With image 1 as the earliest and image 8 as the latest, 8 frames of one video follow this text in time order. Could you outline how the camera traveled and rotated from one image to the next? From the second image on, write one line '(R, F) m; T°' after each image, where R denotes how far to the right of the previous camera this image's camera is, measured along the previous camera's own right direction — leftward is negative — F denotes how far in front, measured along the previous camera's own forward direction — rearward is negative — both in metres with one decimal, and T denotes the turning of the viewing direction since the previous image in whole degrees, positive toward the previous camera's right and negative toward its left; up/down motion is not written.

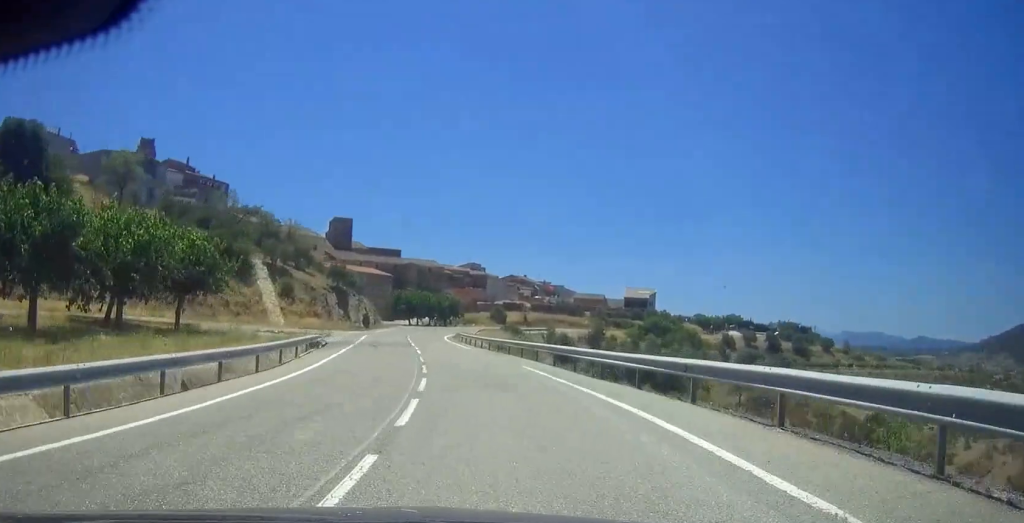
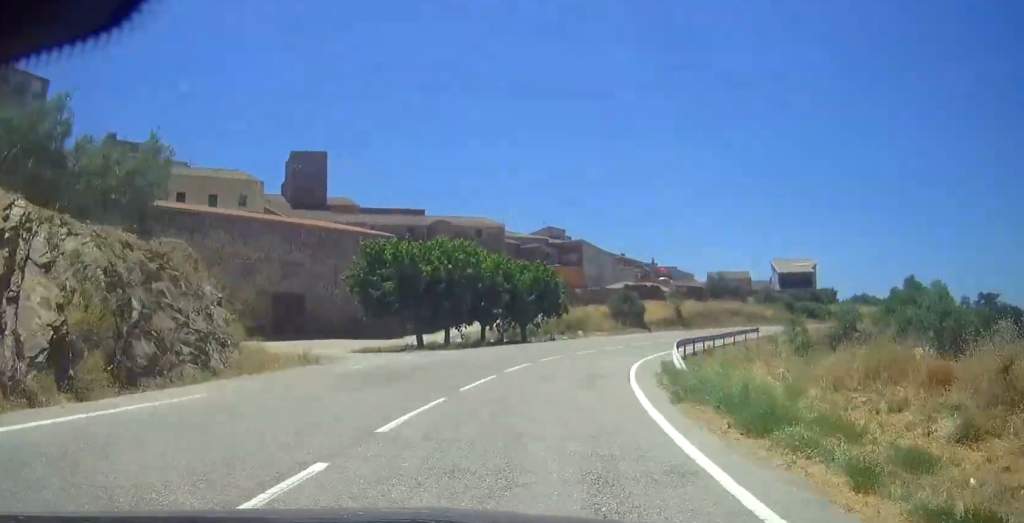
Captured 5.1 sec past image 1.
(-6.6, +80.5) m; +6°
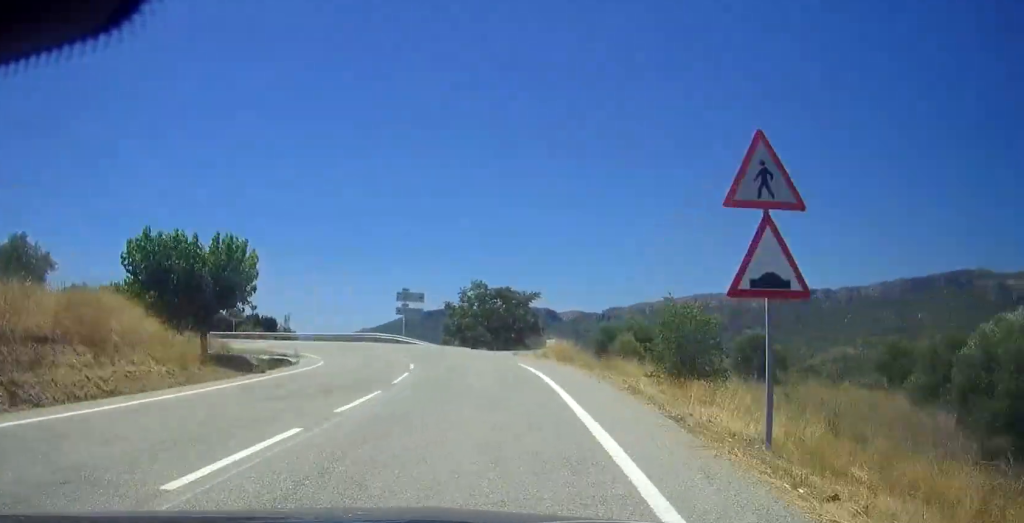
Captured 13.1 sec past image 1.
(+48.2, +97.8) m; +34°
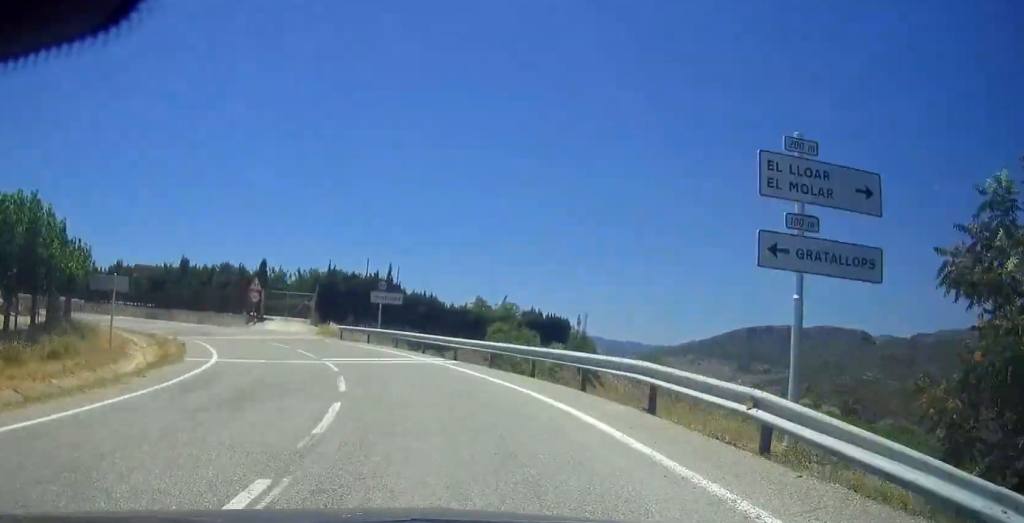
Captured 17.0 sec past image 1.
(-6.4, +45.7) m; -24°
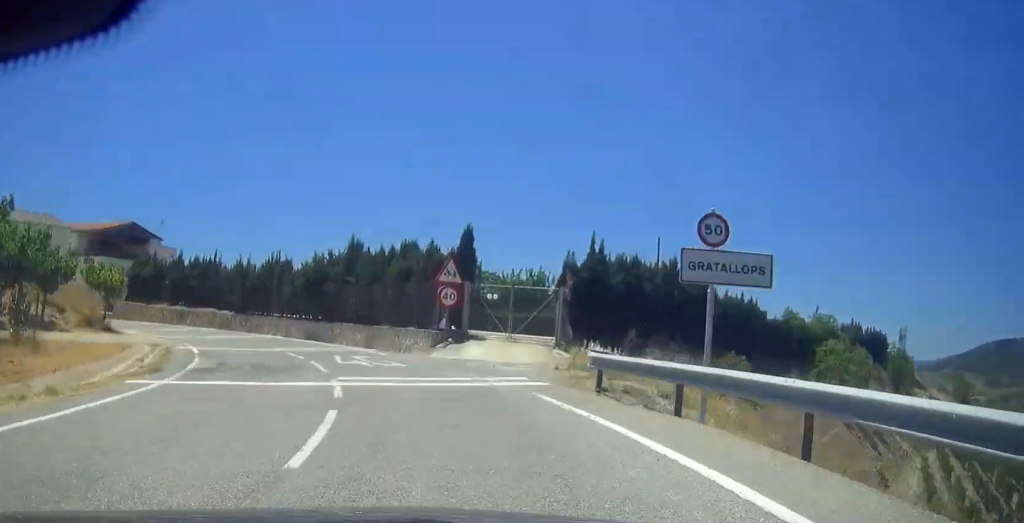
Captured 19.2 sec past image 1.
(-6.9, +21.6) m; -19°
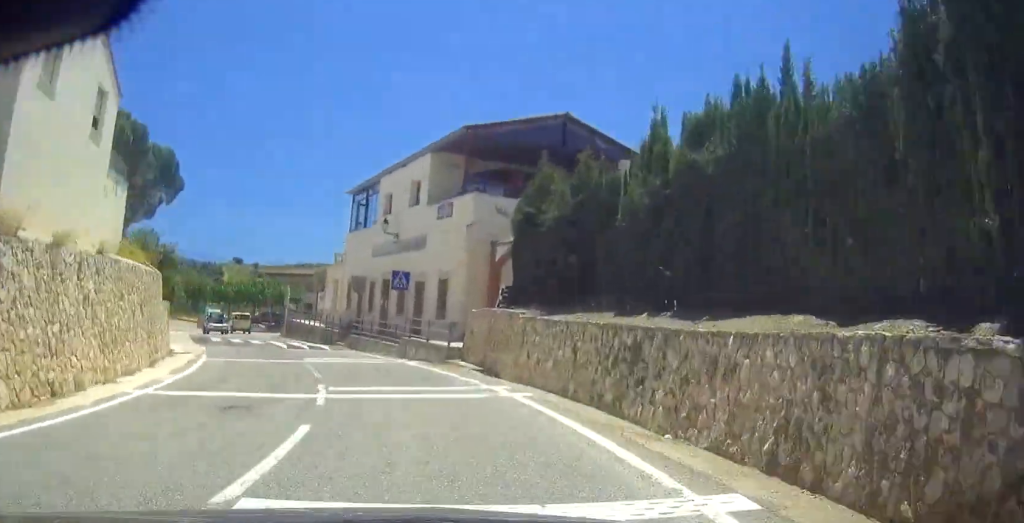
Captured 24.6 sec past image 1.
(-16.9, +43.7) m; -41°
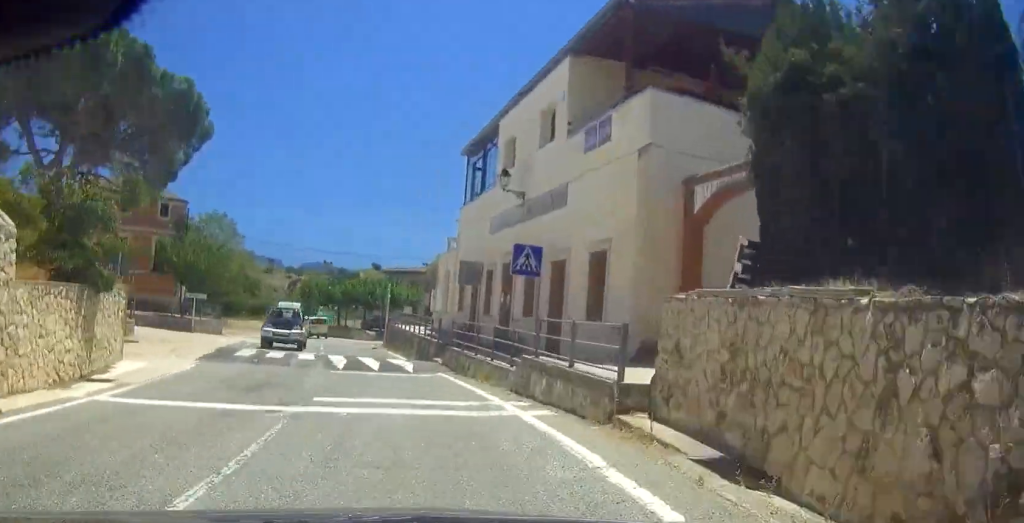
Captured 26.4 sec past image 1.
(-2.0, +12.8) m; -9°
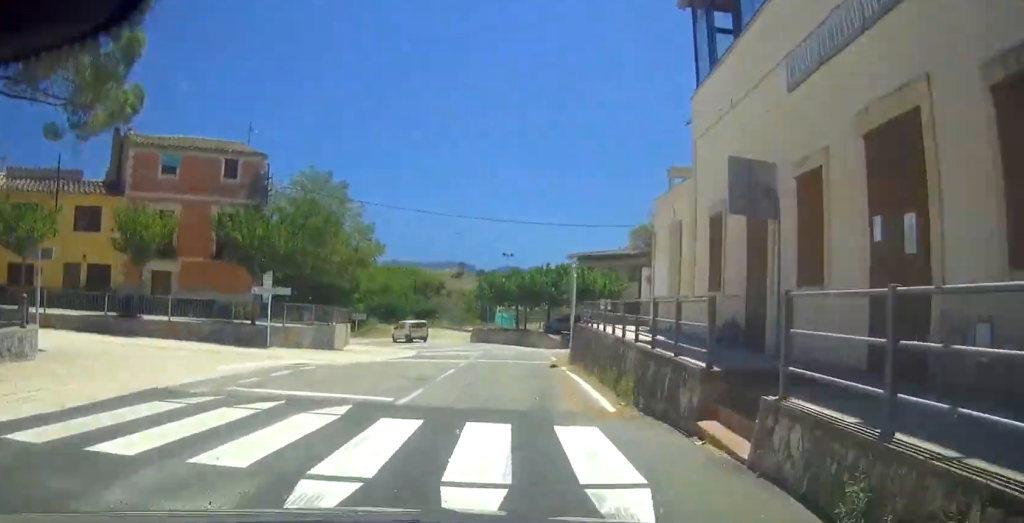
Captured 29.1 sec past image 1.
(-2.4, +19.4) m; -12°
